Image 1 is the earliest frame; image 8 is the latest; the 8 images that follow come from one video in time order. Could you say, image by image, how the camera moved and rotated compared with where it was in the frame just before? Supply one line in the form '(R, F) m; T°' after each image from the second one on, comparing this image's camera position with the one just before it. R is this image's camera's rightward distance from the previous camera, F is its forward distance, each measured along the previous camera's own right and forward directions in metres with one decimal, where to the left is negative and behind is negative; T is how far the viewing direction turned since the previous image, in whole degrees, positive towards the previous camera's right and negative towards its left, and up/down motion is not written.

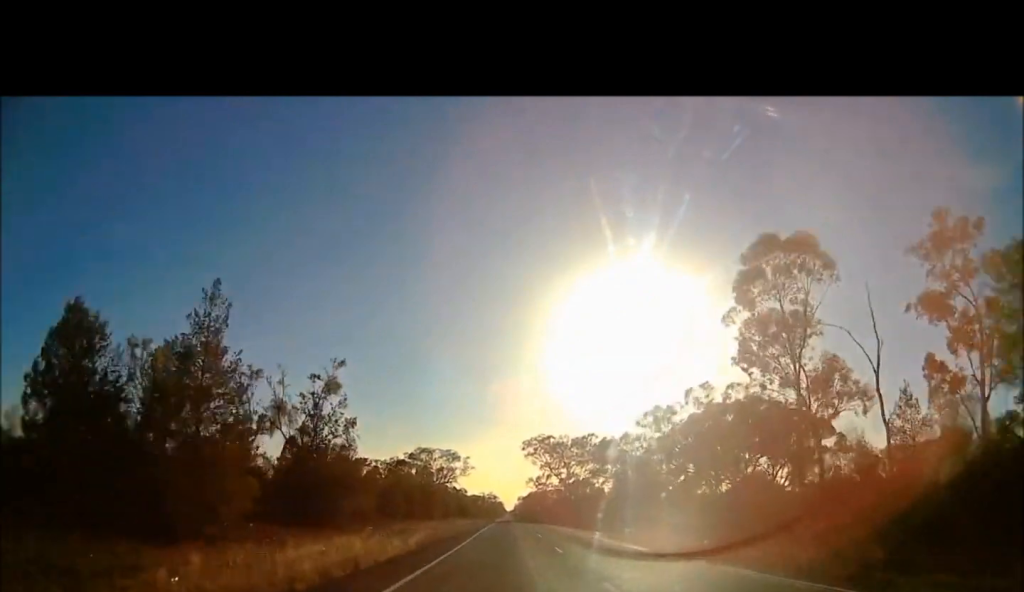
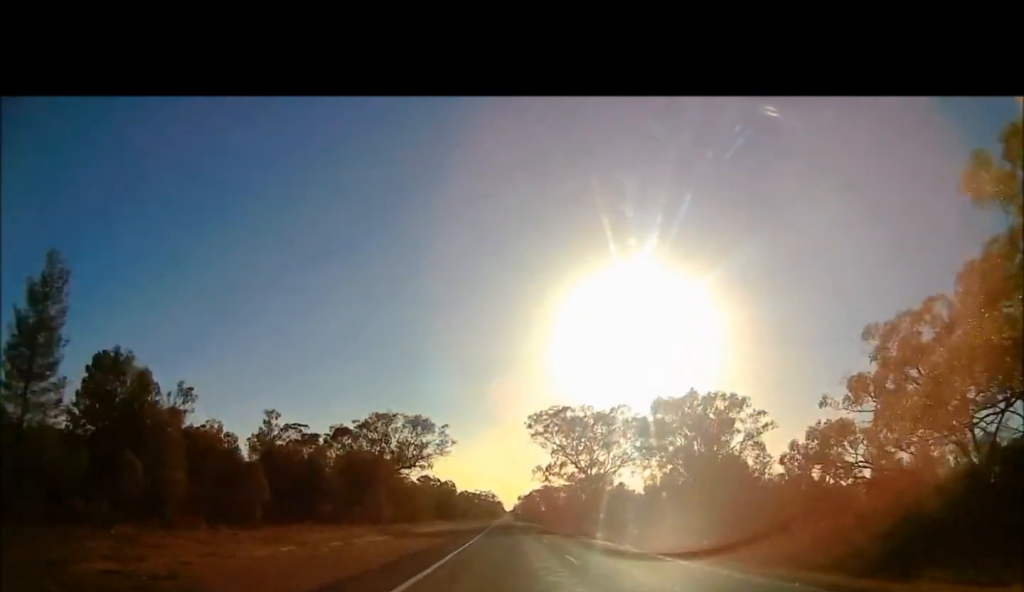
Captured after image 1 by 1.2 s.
(0.0, +45.1) m; 0°
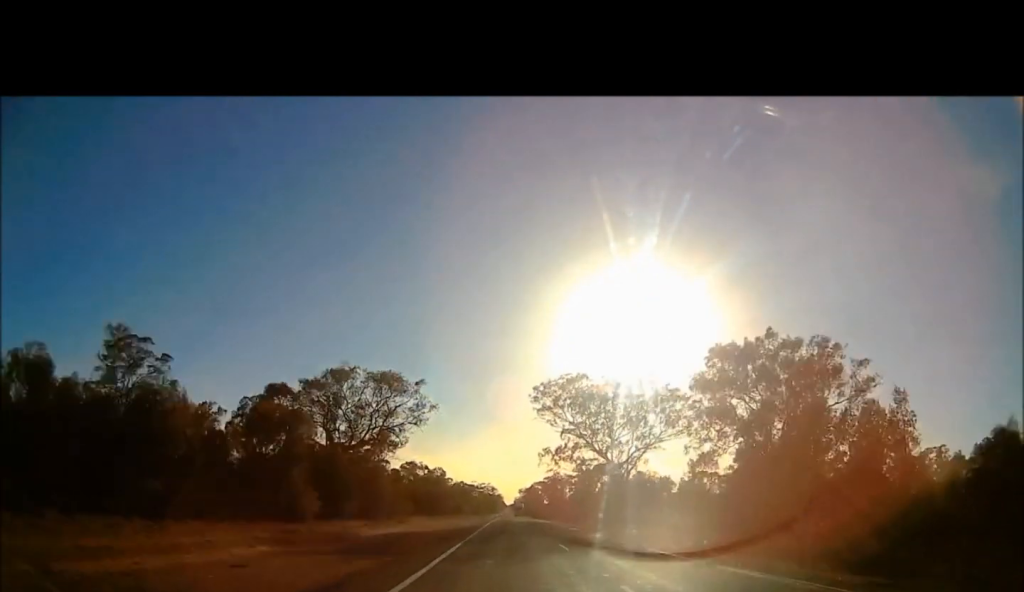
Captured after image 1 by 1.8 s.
(0.0, +24.0) m; 0°
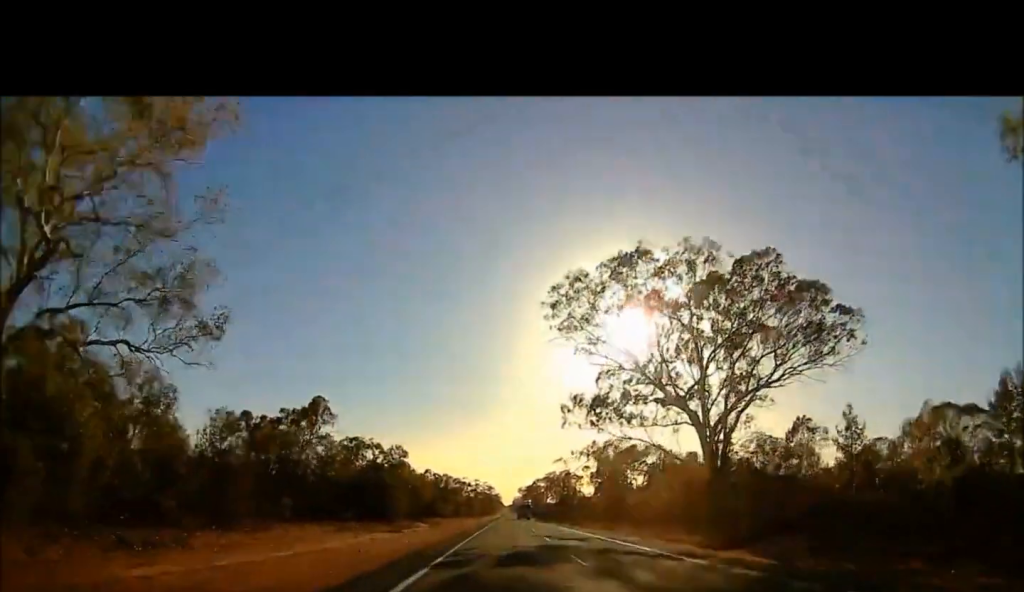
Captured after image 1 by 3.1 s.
(0.0, +46.7) m; 0°
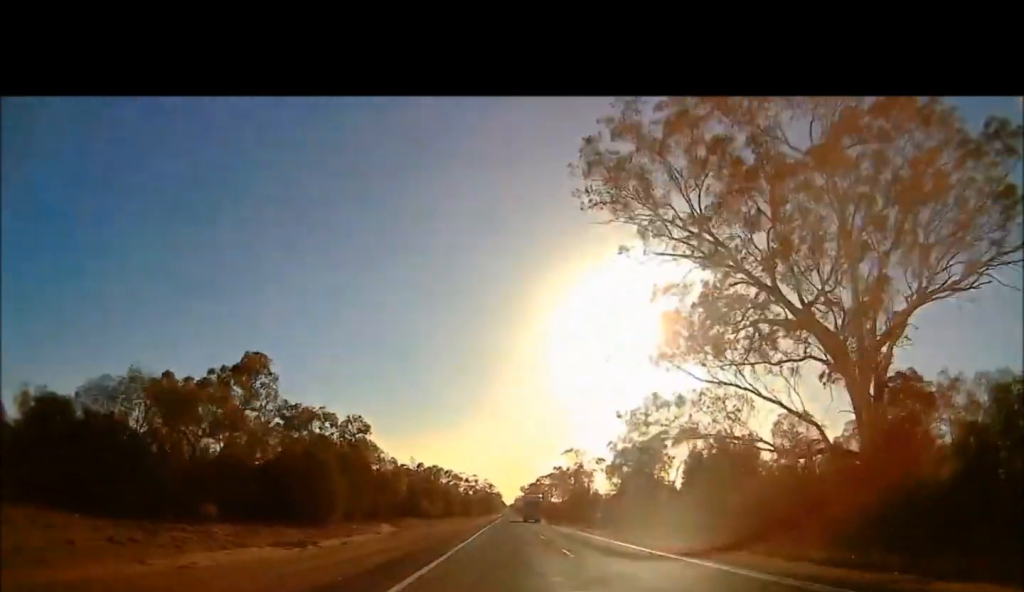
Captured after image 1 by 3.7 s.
(0.0, +23.7) m; 0°
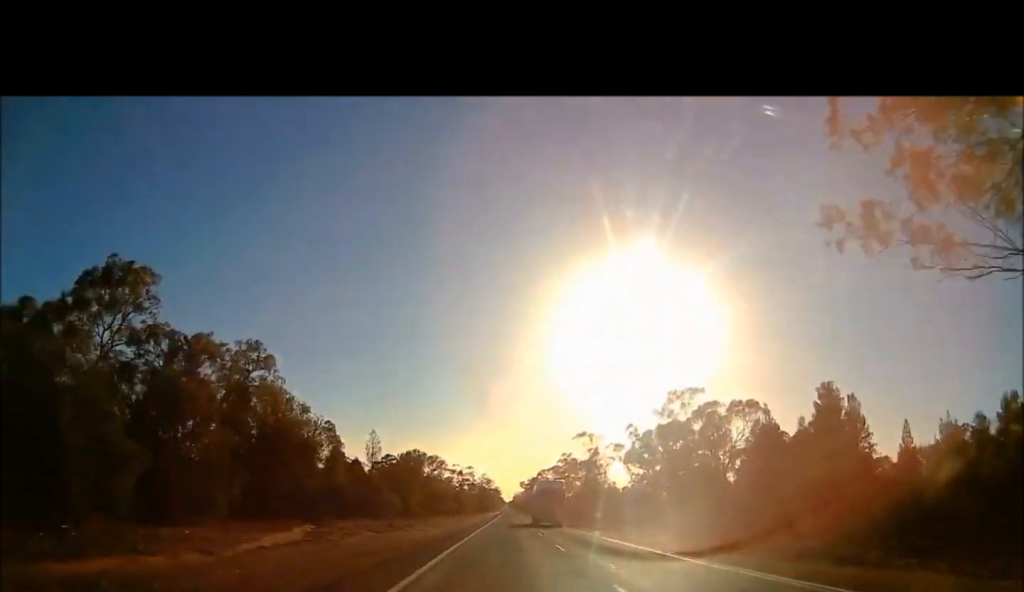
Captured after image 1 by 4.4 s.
(0.0, +24.7) m; 0°
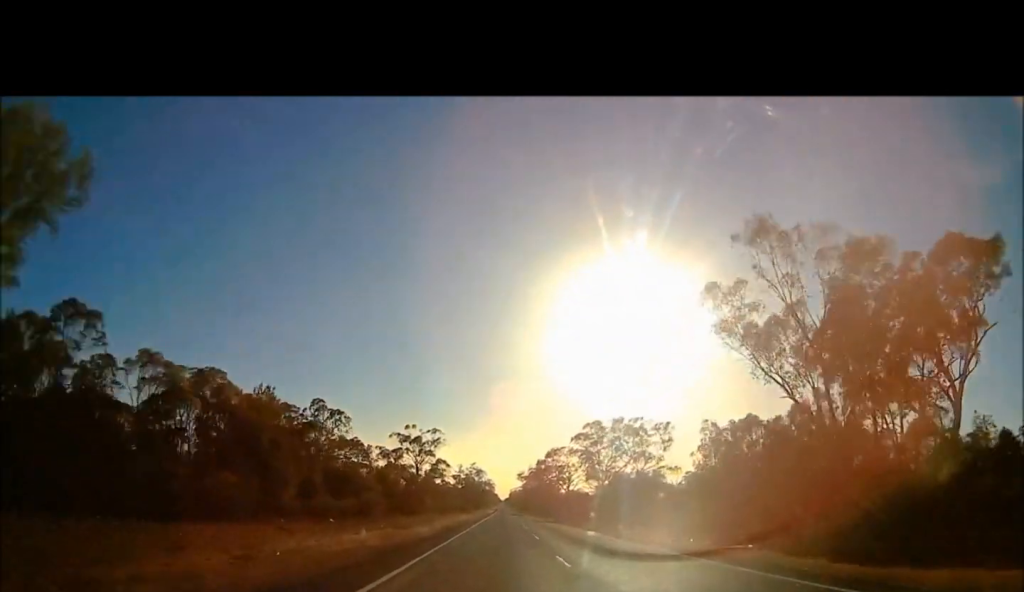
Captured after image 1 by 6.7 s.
(0.0, +81.1) m; +1°
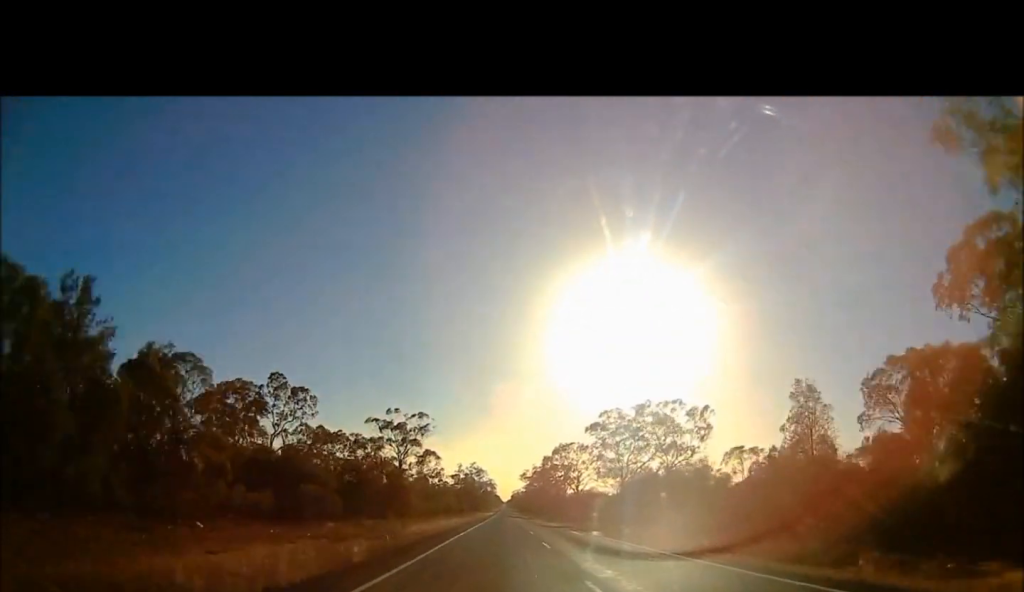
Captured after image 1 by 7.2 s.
(+0.1, +18.1) m; 0°
